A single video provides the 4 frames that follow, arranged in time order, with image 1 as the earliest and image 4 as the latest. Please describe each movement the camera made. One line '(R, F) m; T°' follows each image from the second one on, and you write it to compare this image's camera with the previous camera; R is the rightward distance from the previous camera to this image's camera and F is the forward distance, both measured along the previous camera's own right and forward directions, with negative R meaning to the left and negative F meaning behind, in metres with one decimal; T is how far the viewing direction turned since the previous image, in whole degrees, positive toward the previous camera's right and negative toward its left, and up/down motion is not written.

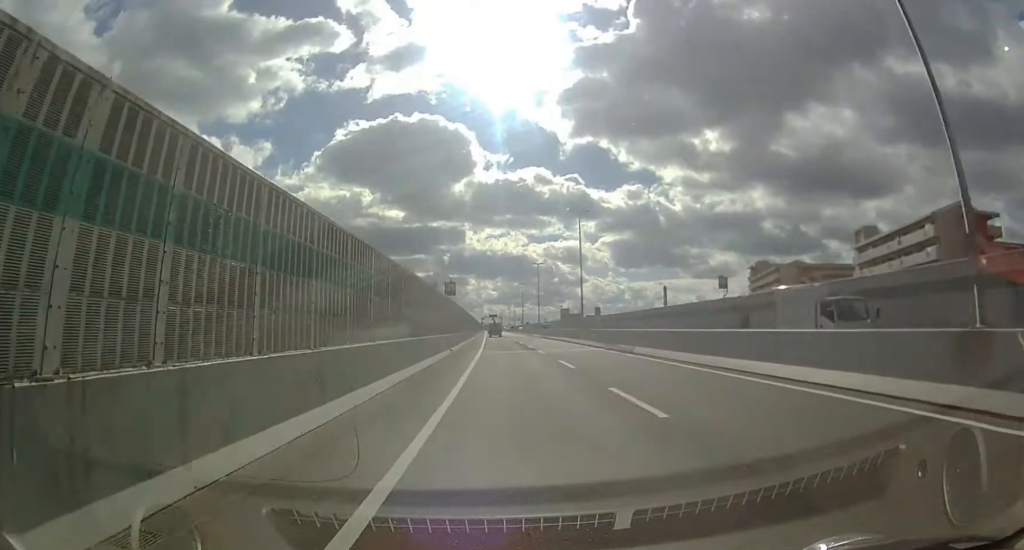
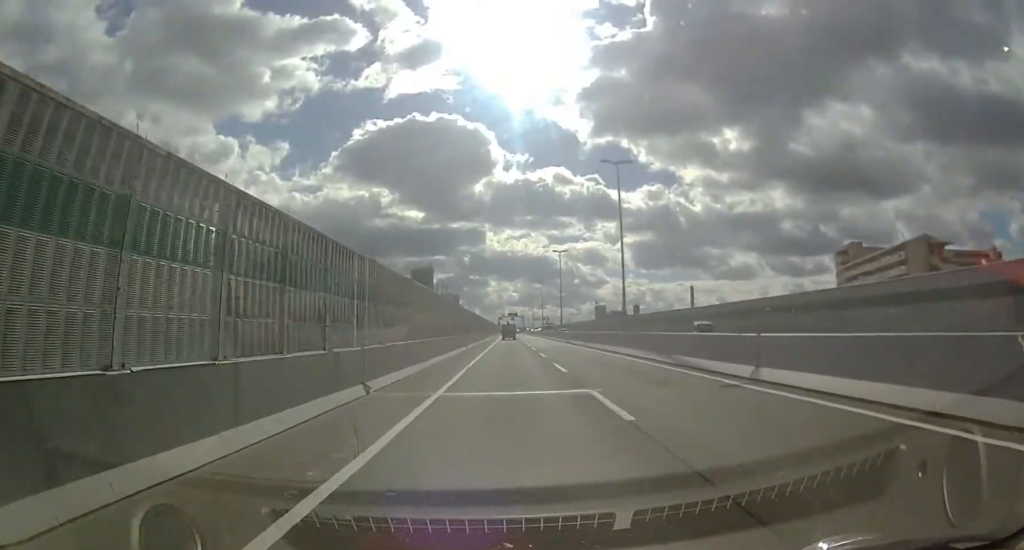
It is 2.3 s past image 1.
(-1.7, +49.5) m; -3°
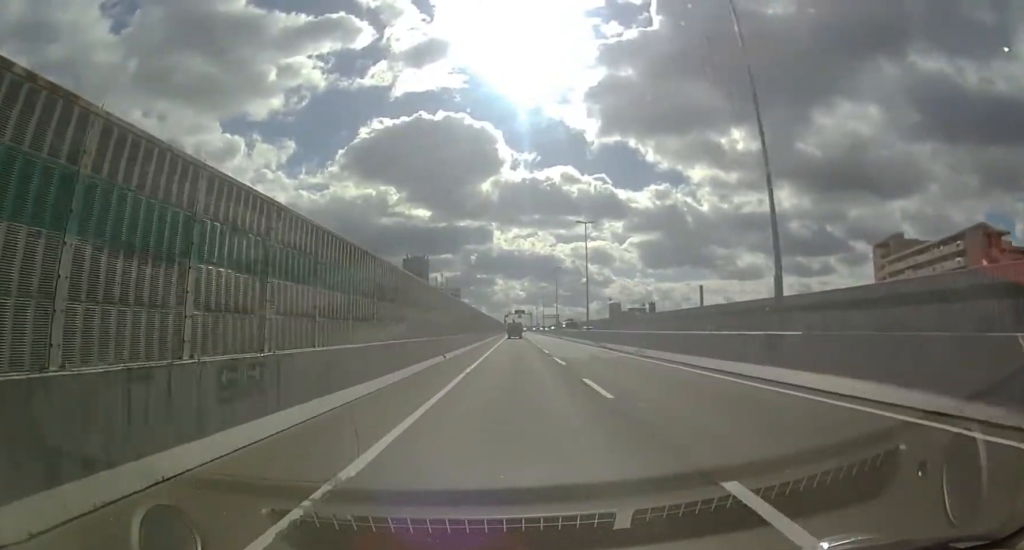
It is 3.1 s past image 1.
(+0.1, +18.1) m; 0°
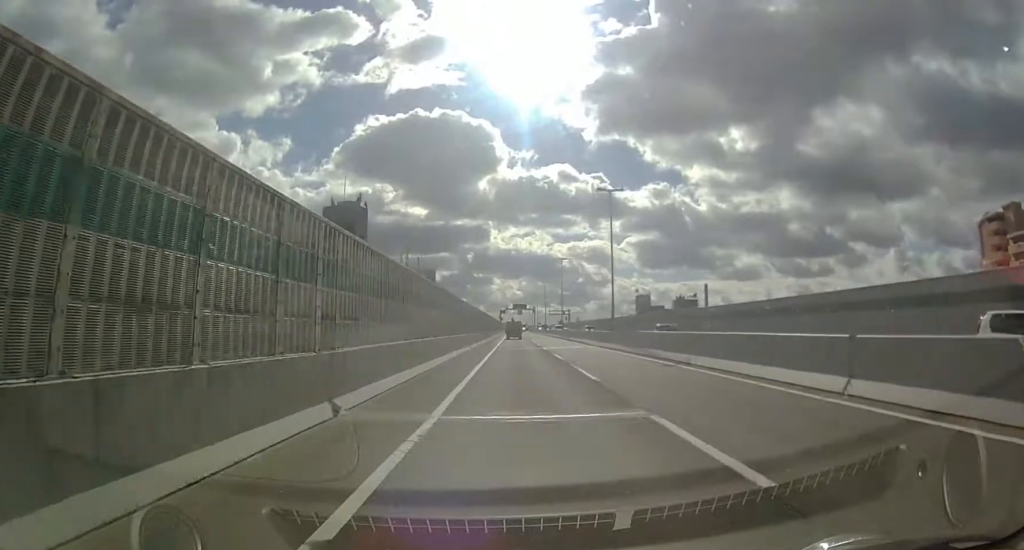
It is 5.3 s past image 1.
(-0.2, +46.2) m; 0°
